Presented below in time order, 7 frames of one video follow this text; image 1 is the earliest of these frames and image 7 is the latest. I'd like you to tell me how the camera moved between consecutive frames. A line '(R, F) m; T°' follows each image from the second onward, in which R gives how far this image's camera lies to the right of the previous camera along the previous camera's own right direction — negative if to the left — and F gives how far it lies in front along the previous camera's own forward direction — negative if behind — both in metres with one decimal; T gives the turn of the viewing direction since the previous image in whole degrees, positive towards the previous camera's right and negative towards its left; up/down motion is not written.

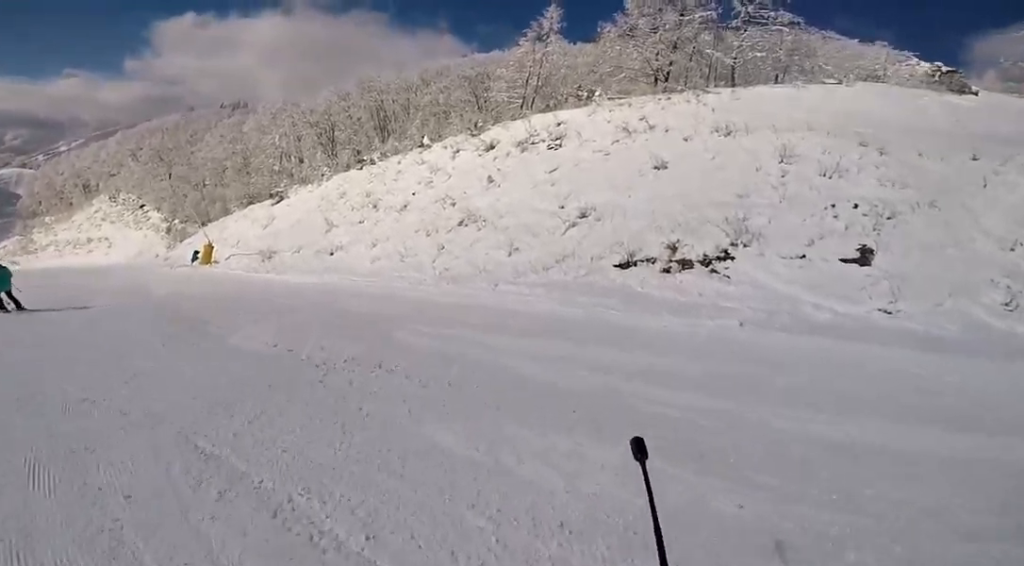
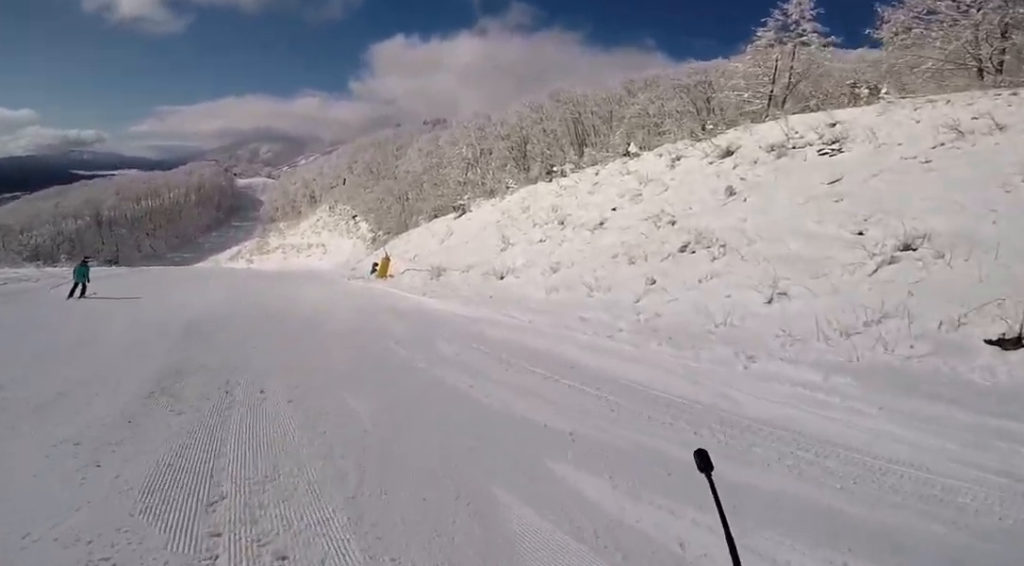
(+1.1, +5.0) m; -8°
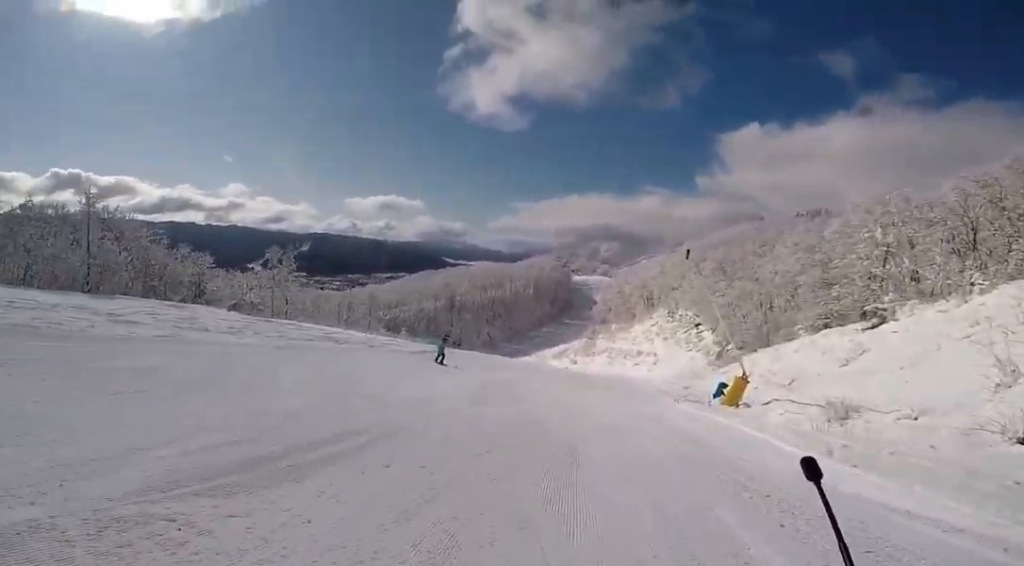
(-3.1, +5.6) m; -45°
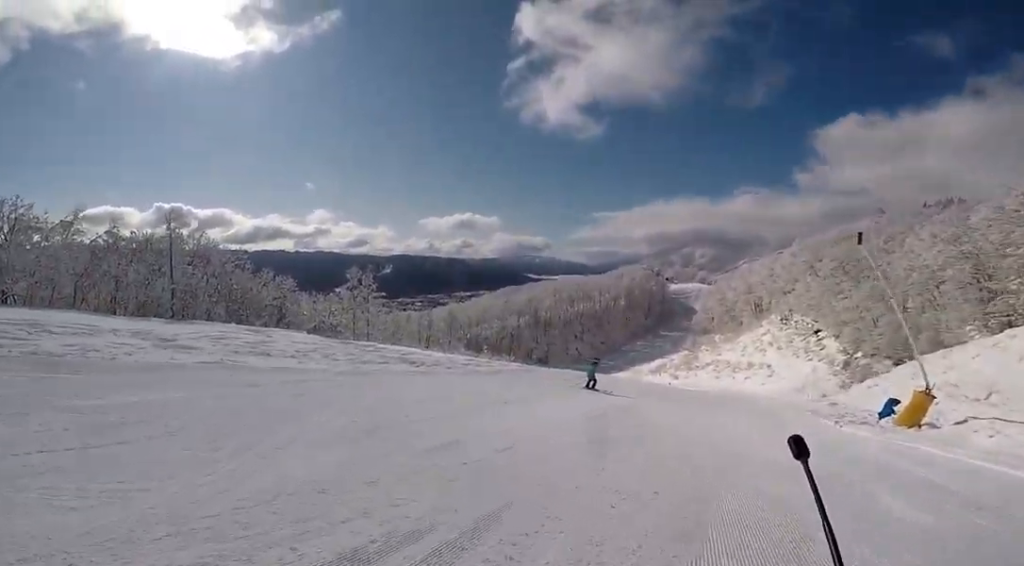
(-0.4, +3.2) m; -5°
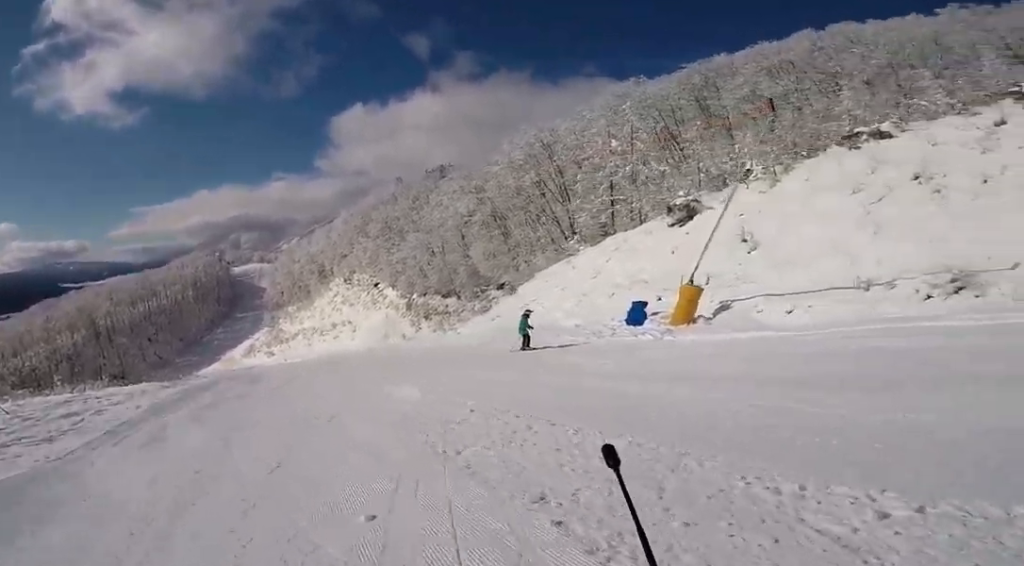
(+1.6, +11.3) m; +32°
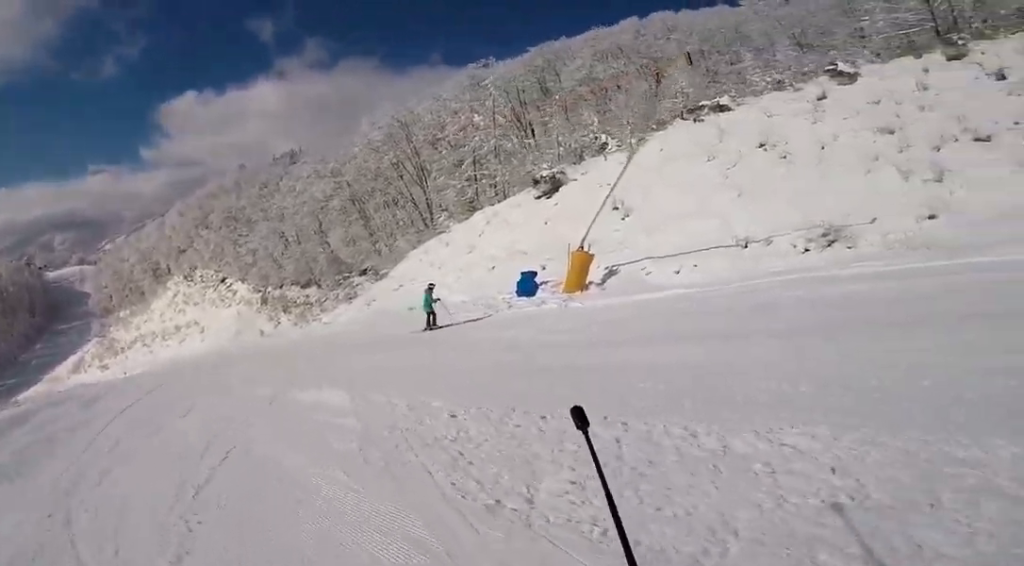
(+0.4, +2.2) m; +17°
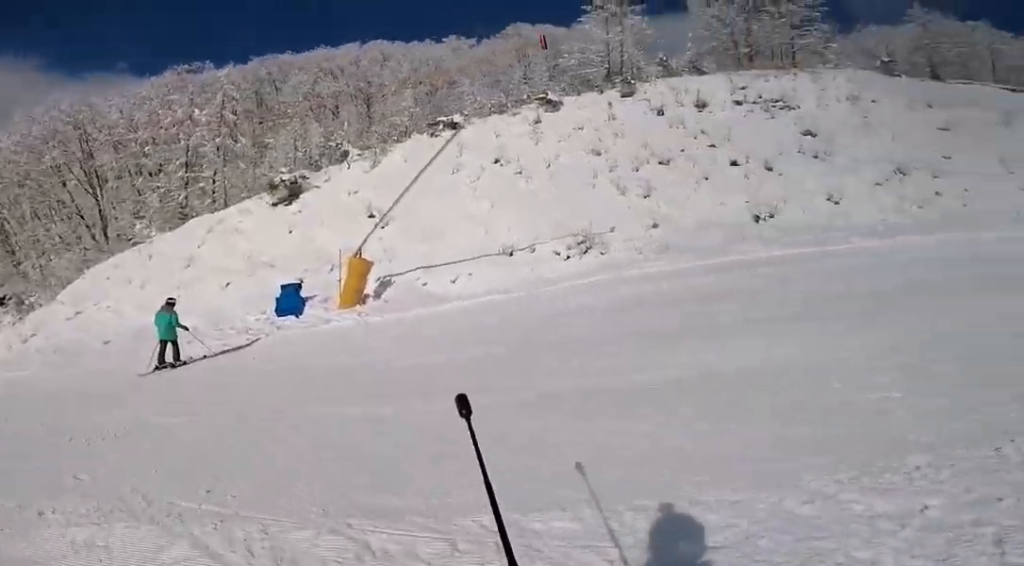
(+0.7, +3.4) m; +27°
